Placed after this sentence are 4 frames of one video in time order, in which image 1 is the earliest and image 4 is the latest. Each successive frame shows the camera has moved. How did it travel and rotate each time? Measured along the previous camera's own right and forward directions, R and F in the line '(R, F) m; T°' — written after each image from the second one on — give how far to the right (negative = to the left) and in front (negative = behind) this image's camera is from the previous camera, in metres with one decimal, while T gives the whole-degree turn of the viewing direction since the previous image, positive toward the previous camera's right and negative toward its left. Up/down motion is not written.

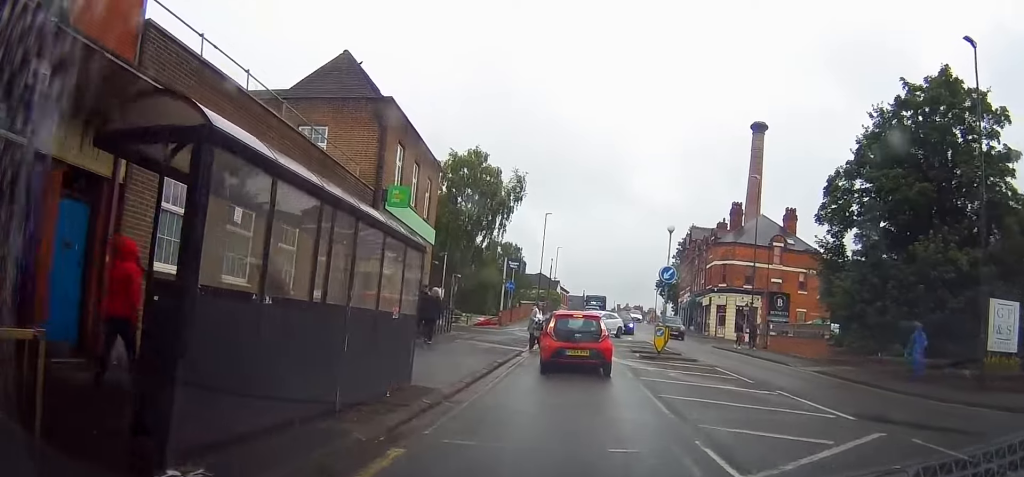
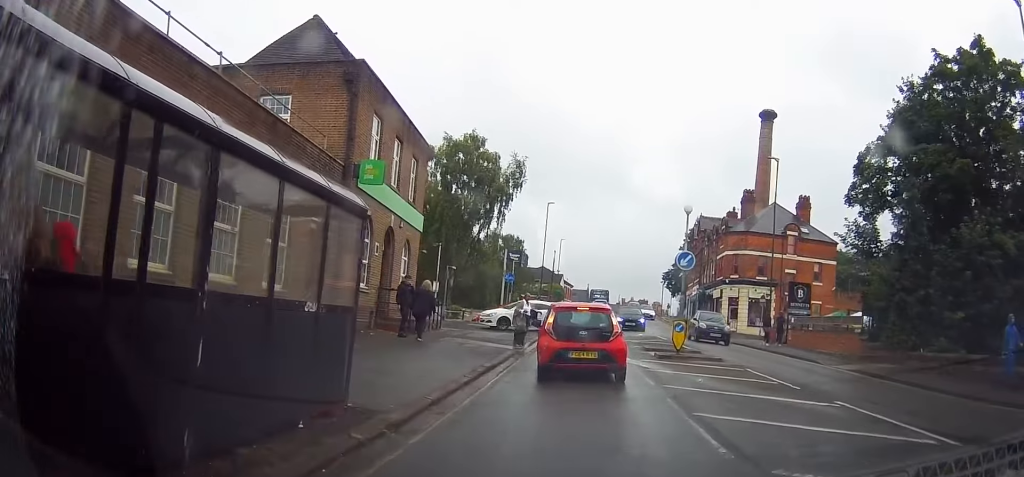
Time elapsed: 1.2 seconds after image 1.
(-0.3, +2.8) m; -6°
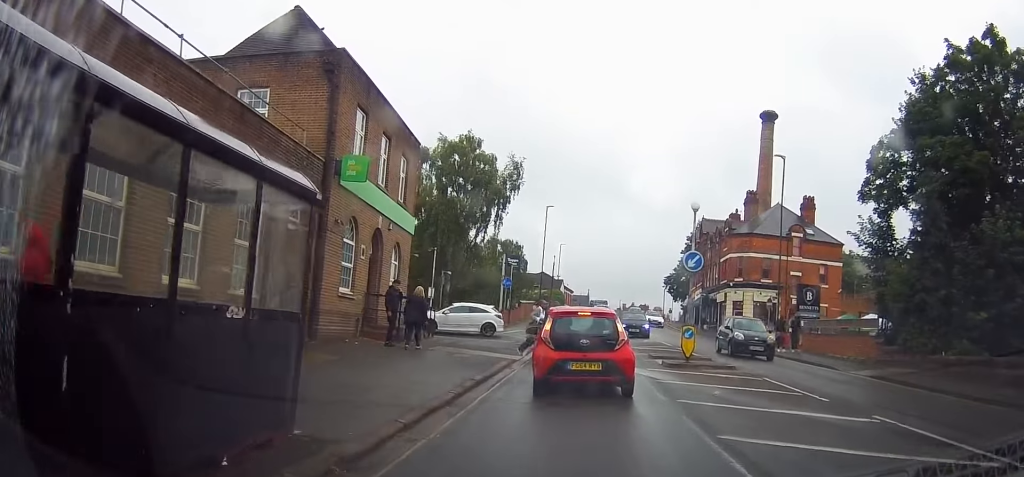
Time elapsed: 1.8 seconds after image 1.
(0.0, +1.2) m; 0°
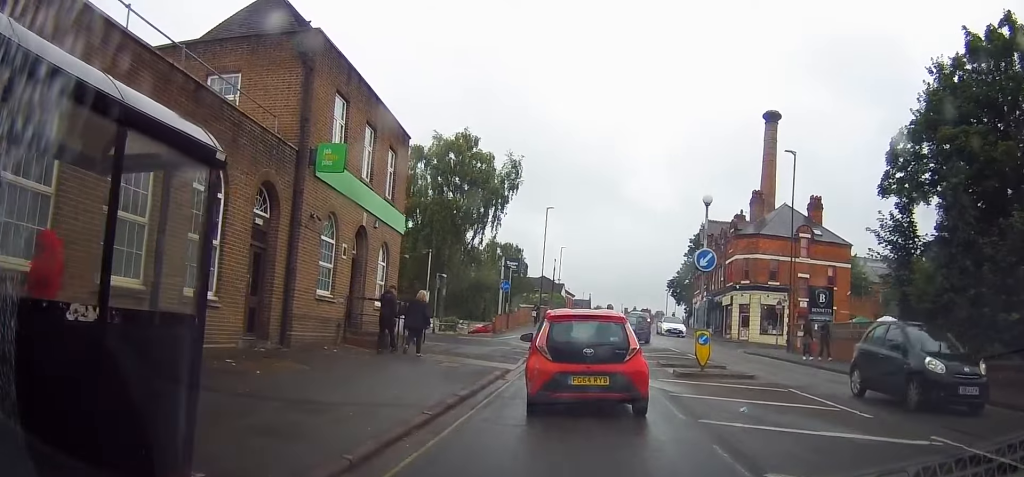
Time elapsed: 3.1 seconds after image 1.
(0.0, +1.6) m; 0°
